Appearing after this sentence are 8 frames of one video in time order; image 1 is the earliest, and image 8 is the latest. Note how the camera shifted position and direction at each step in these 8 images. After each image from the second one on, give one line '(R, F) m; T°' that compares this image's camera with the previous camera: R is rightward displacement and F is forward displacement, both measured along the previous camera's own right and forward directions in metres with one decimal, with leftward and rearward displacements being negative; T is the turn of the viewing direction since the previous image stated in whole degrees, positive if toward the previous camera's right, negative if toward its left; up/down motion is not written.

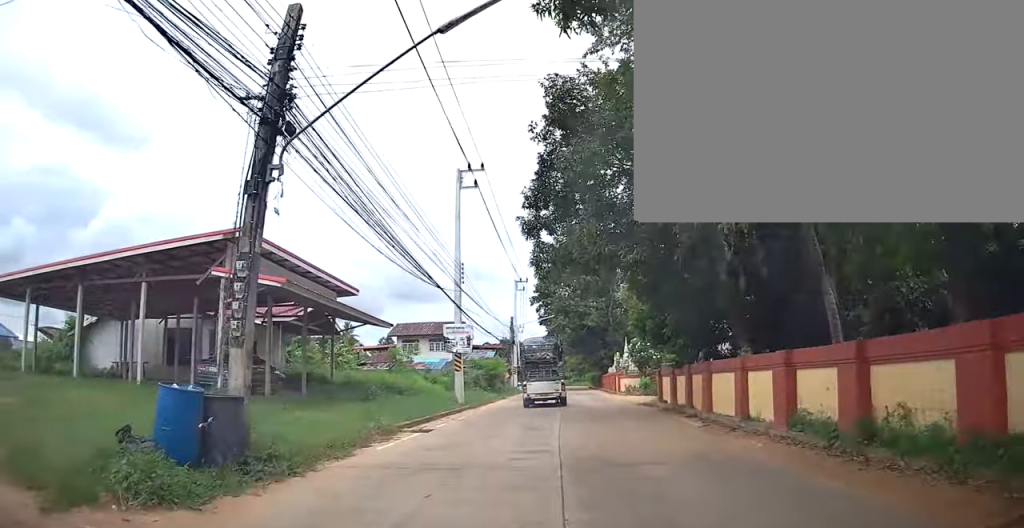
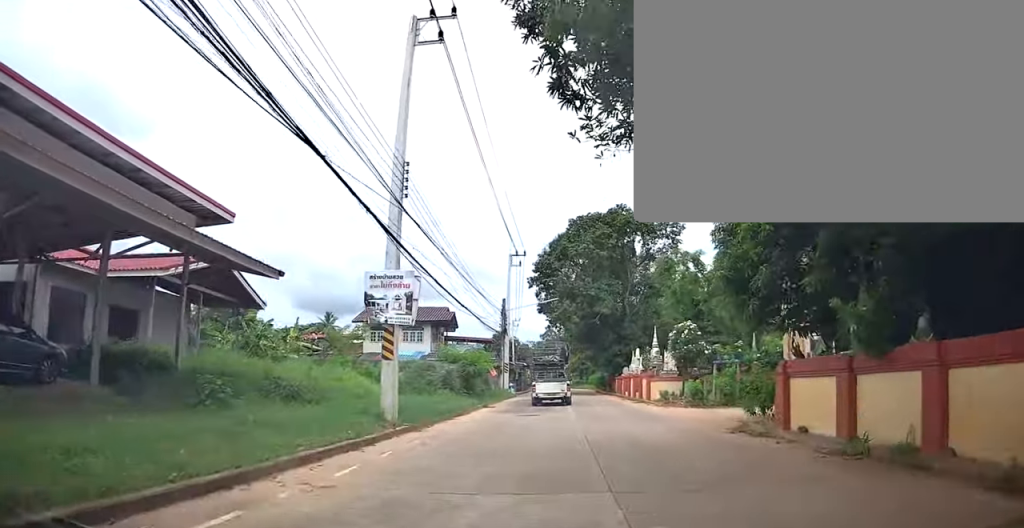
(+0.5, +10.5) m; +4°
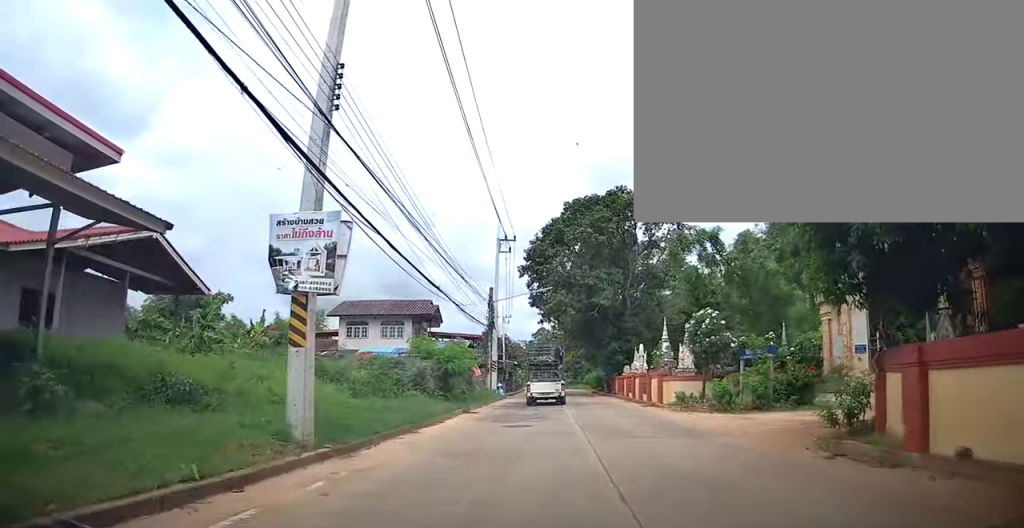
(0.0, +4.3) m; 0°
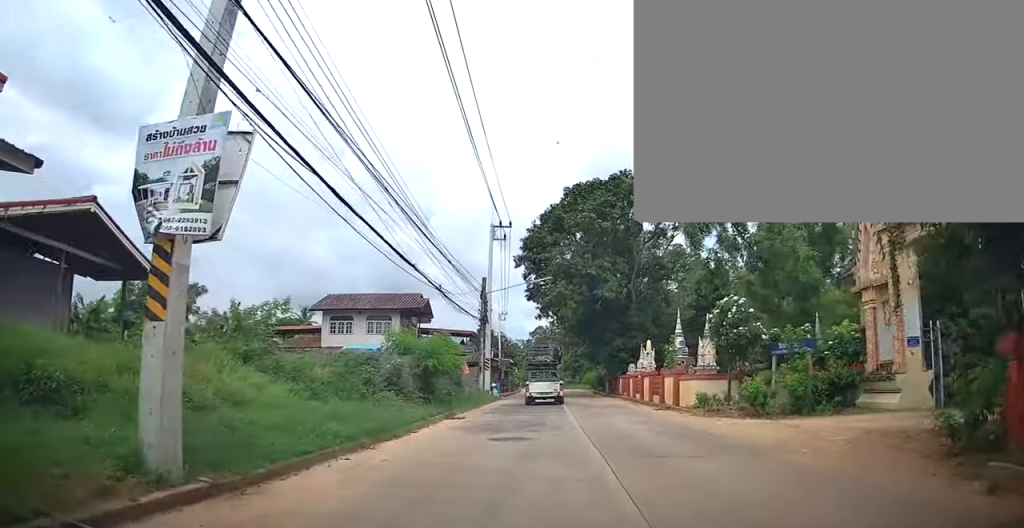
(0.0, +3.1) m; 0°
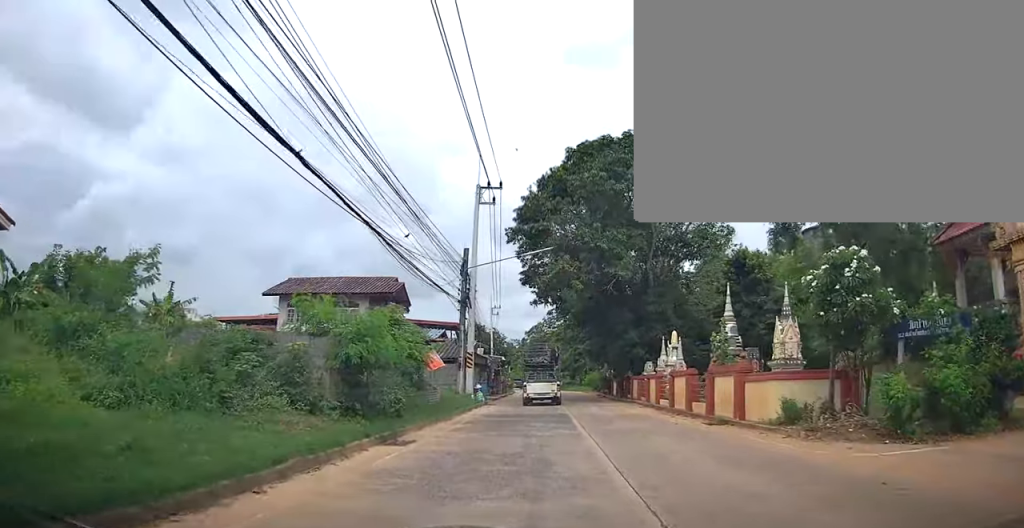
(-0.1, +6.8) m; +1°
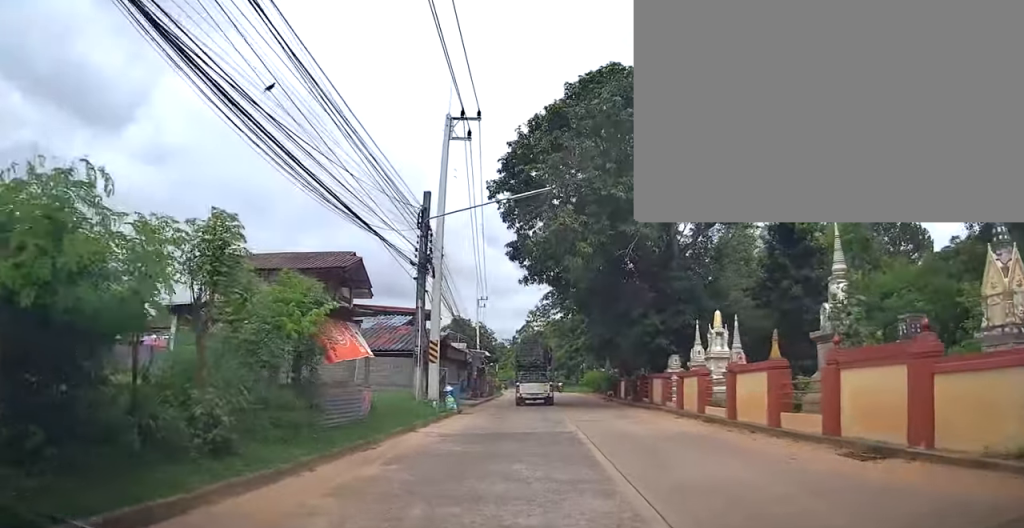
(+0.1, +7.1) m; +1°
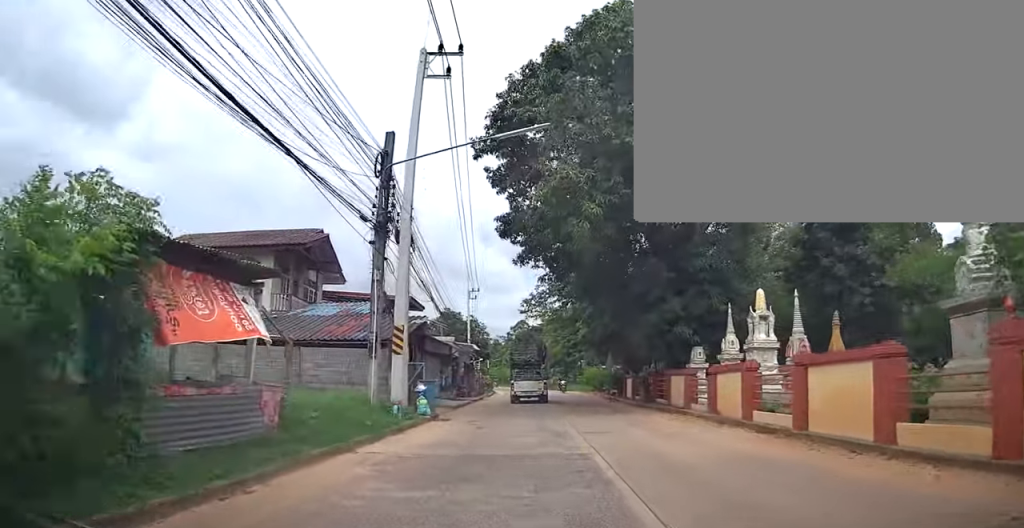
(0.0, +4.1) m; +1°
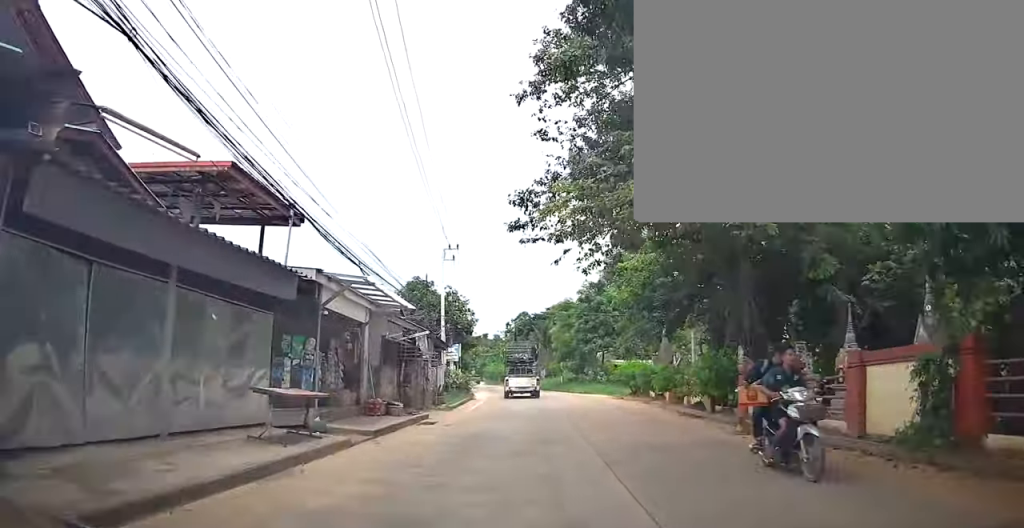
(+0.1, +18.3) m; -1°
